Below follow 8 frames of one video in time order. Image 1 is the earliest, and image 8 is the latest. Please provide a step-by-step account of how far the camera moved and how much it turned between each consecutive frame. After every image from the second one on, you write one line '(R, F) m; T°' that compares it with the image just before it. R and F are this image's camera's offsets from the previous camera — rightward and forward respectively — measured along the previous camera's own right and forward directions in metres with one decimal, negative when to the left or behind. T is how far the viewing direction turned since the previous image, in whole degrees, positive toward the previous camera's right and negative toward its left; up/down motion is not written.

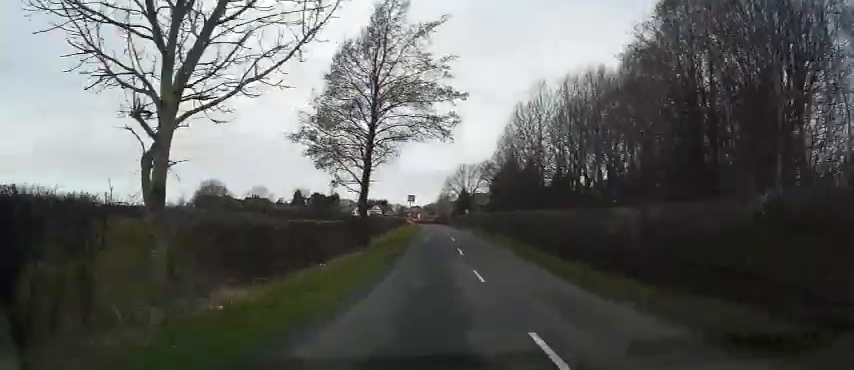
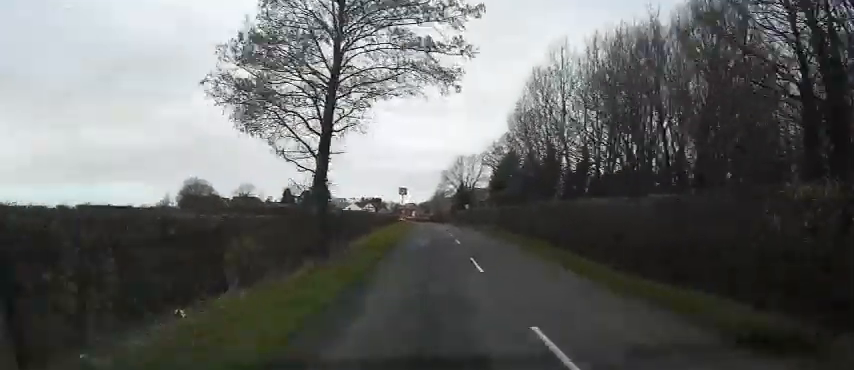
(0.0, +8.4) m; 0°
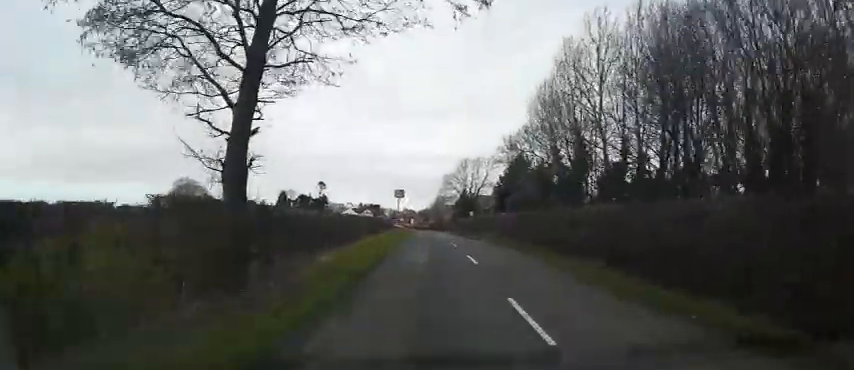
(+0.1, +7.4) m; 0°
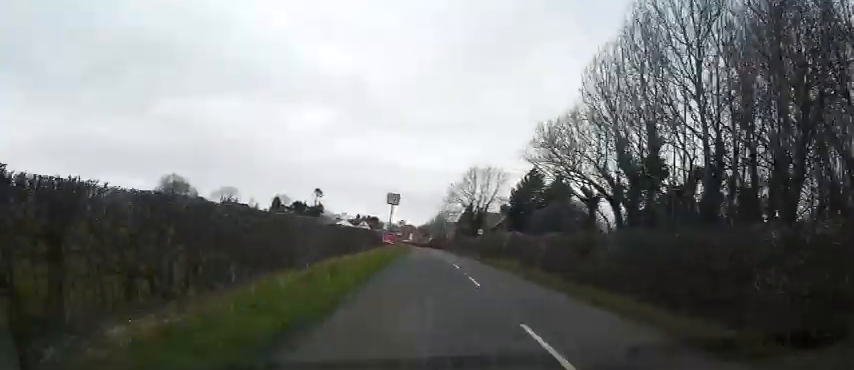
(0.0, +9.8) m; -1°
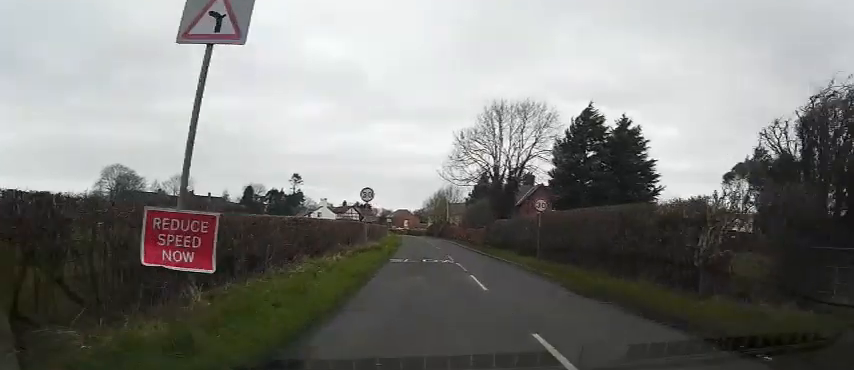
(-0.2, +27.8) m; -1°
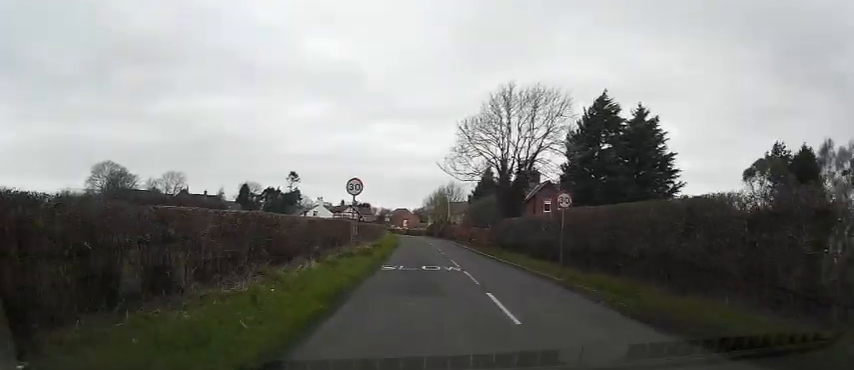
(-0.1, +4.1) m; 0°
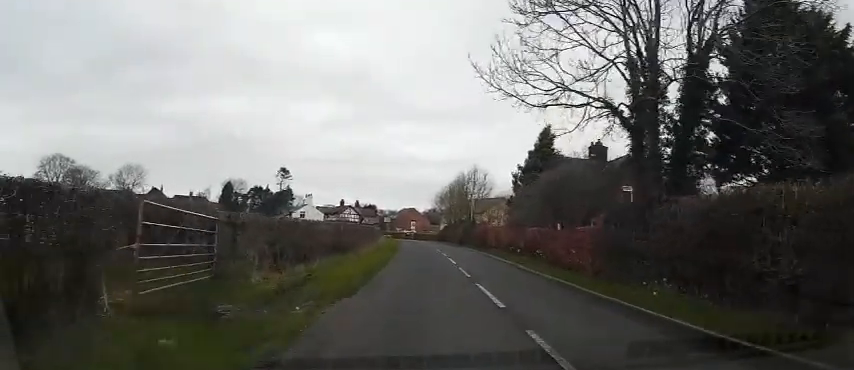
(-0.2, +22.9) m; 0°
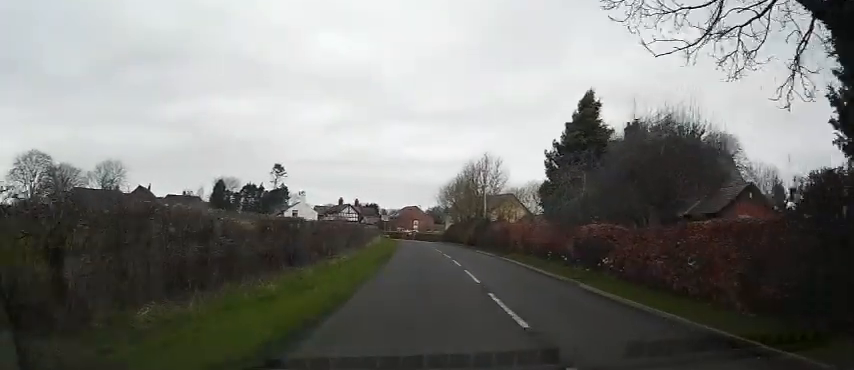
(+0.3, +7.8) m; 0°
